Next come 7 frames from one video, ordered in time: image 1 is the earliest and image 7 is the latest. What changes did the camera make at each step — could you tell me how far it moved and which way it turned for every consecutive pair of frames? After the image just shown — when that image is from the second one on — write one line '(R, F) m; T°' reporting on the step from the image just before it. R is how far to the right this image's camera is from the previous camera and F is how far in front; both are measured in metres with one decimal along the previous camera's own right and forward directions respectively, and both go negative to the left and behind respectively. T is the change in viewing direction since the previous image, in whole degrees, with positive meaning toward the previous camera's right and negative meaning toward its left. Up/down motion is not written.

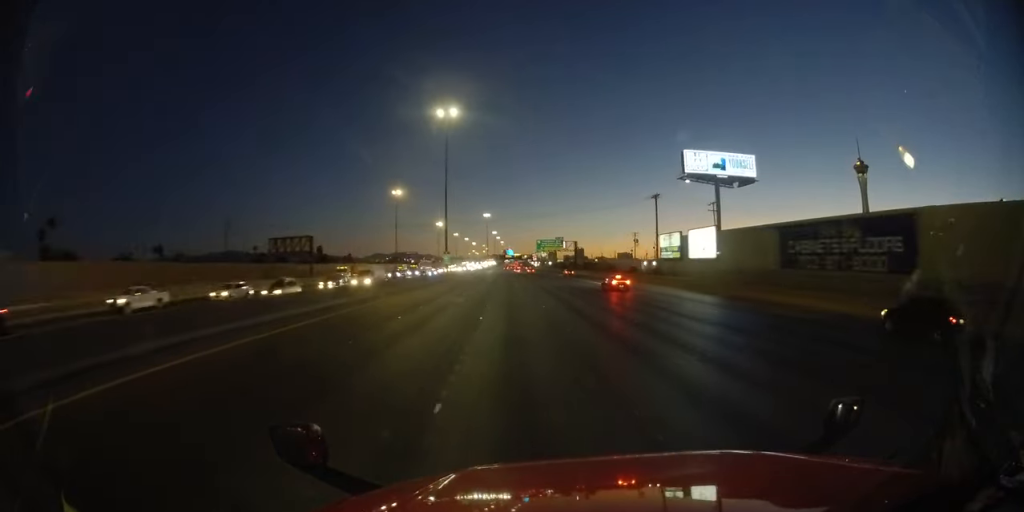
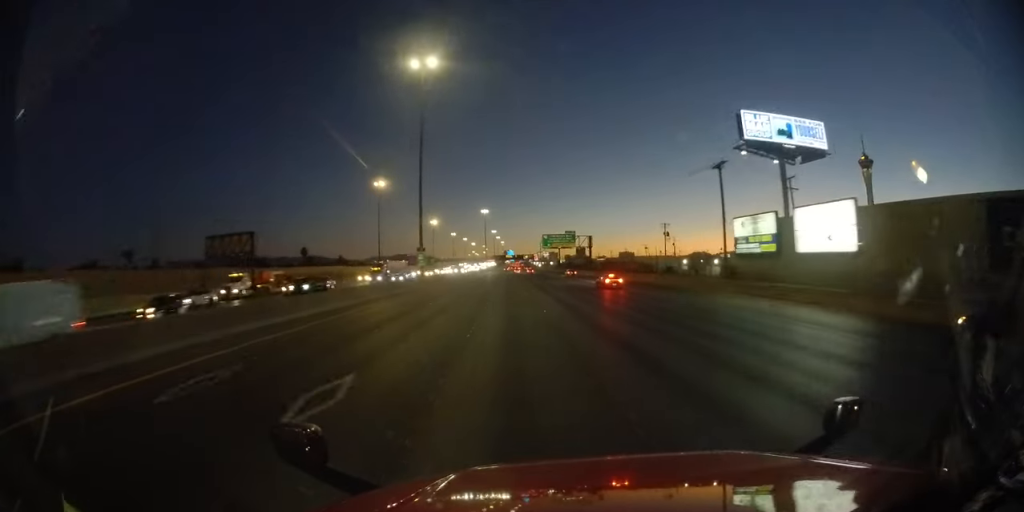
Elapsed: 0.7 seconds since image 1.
(-0.2, +21.5) m; -1°
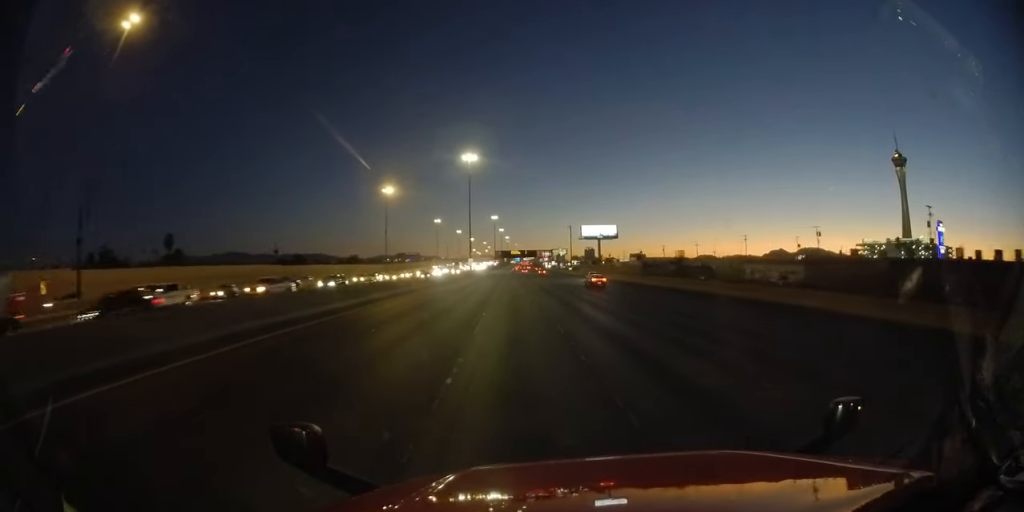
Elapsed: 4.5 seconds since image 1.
(-0.1, +110.4) m; 0°
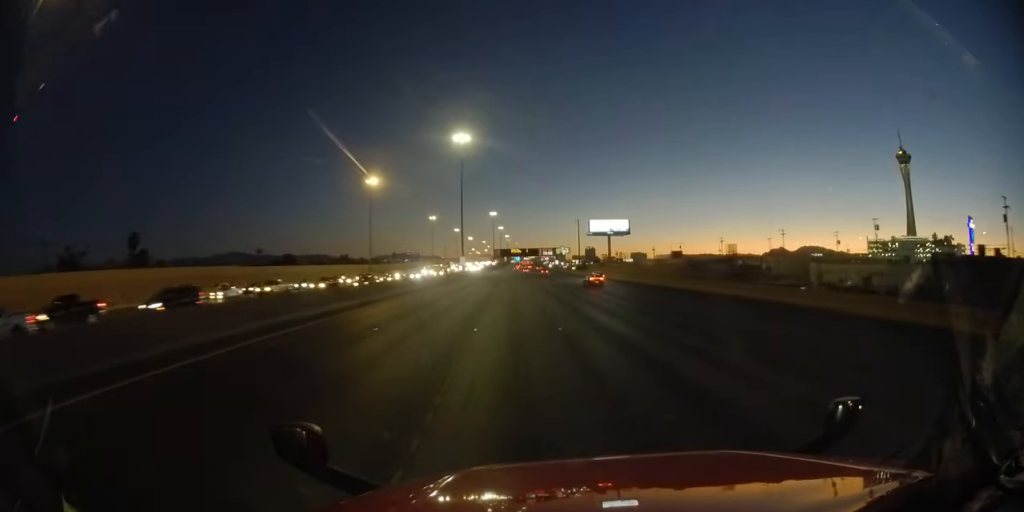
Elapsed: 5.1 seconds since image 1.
(+0.1, +17.6) m; 0°
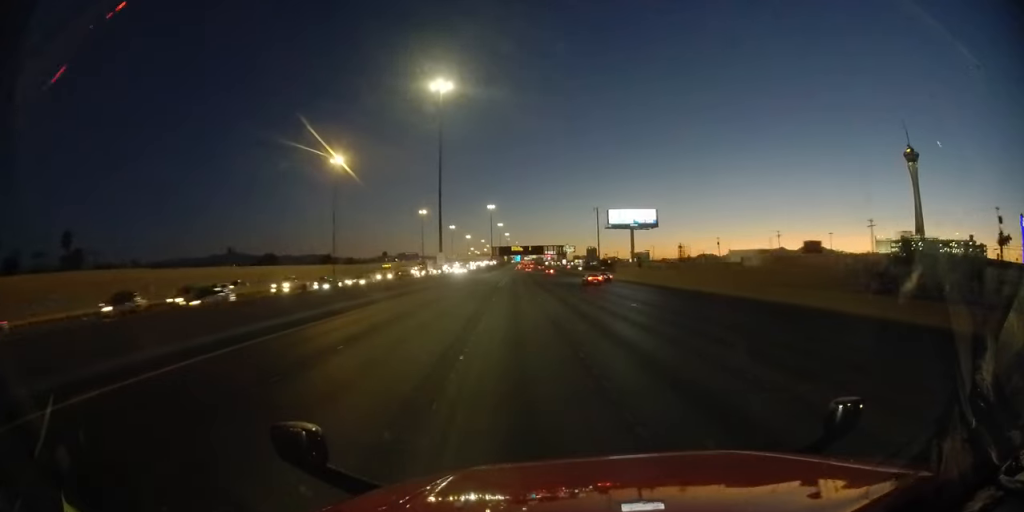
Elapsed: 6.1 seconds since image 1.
(-0.4, +29.5) m; 0°
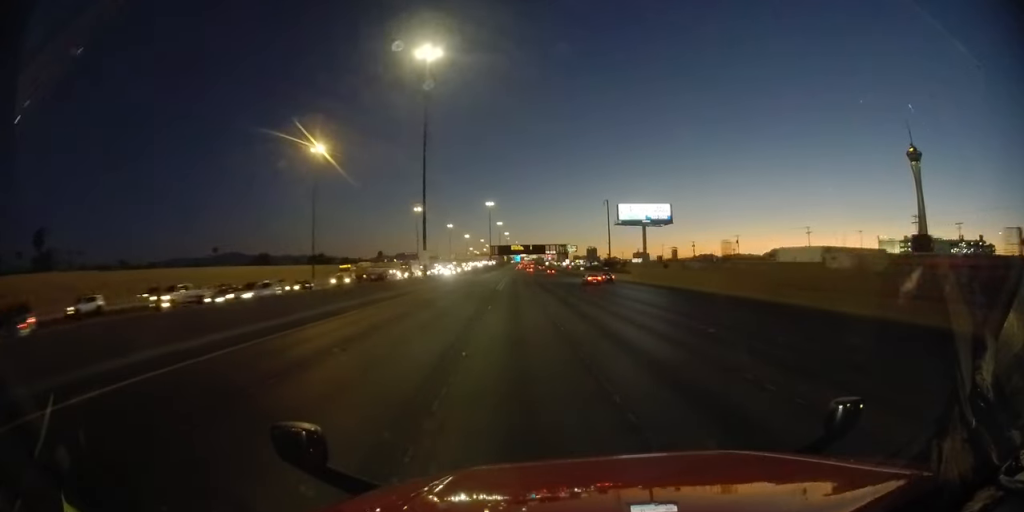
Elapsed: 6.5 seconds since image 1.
(+0.1, +11.7) m; 0°
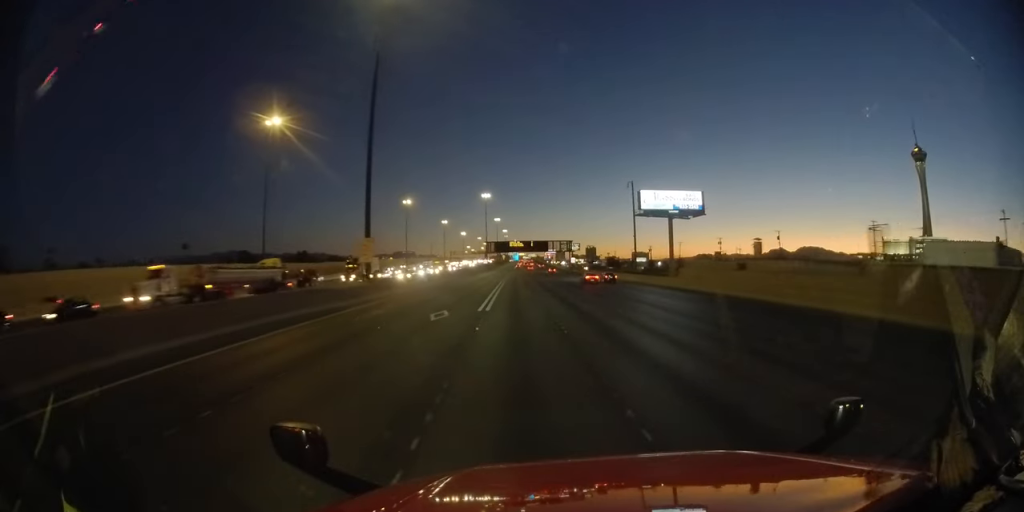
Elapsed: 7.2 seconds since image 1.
(+0.2, +20.4) m; 0°
